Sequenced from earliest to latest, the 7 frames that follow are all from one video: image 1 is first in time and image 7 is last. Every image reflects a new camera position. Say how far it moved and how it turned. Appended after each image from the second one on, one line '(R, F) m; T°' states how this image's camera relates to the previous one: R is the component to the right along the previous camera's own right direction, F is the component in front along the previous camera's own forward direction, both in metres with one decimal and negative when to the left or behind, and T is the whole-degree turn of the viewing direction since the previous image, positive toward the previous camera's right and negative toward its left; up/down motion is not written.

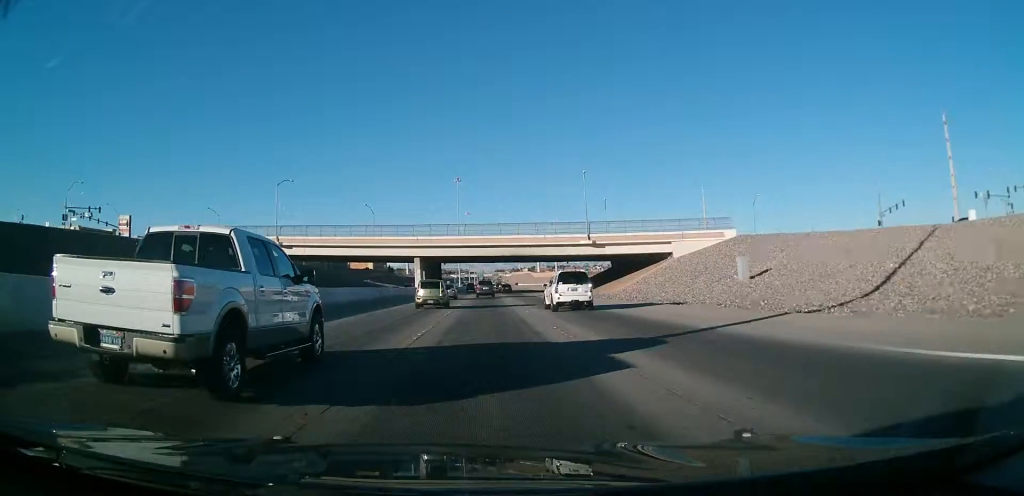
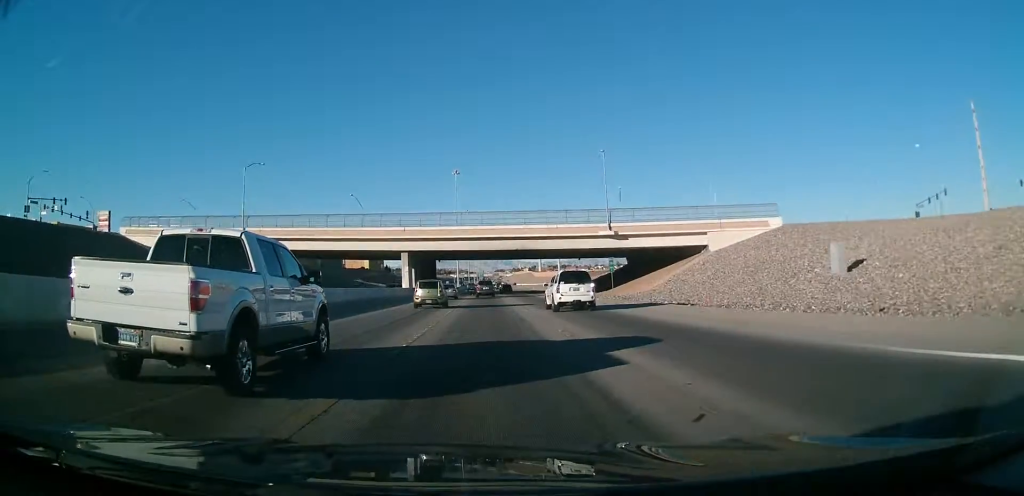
(+0.5, +14.1) m; +1°
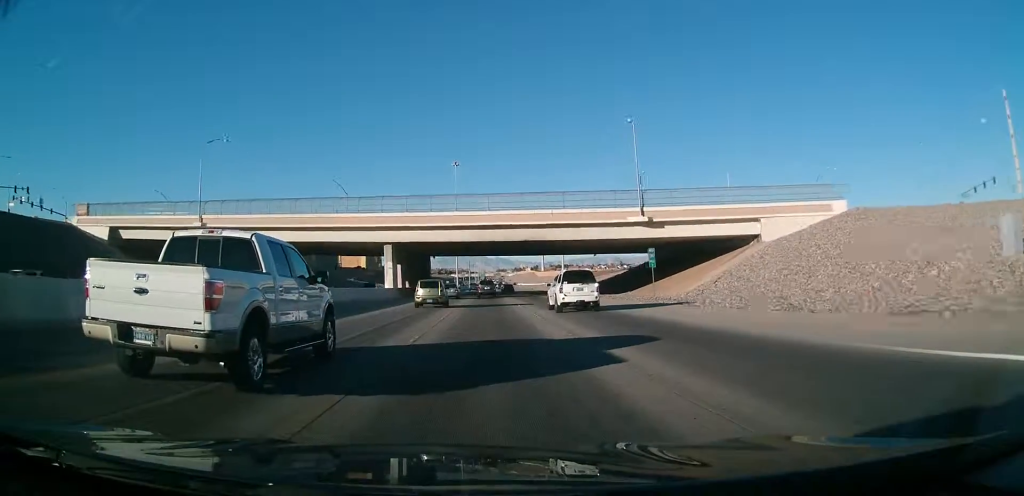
(+0.4, +14.1) m; +1°
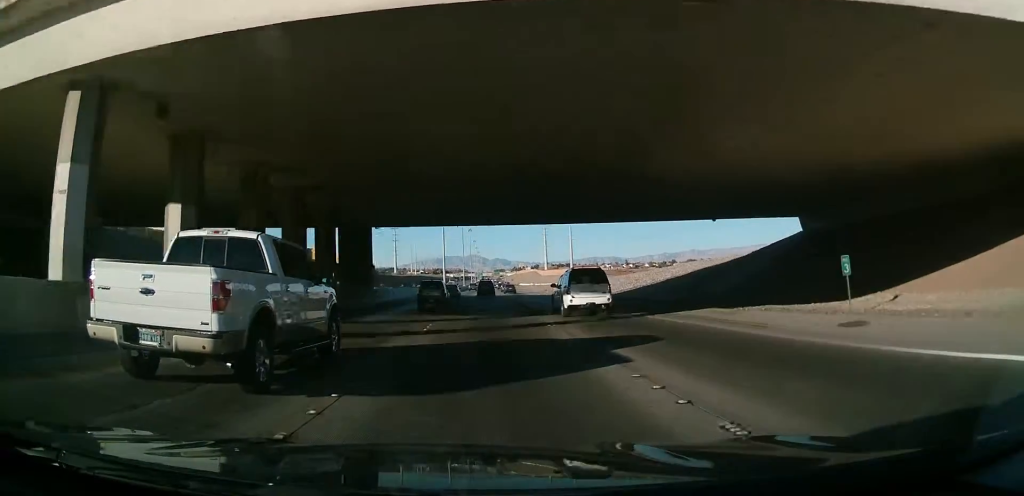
(-1.3, +49.9) m; -2°
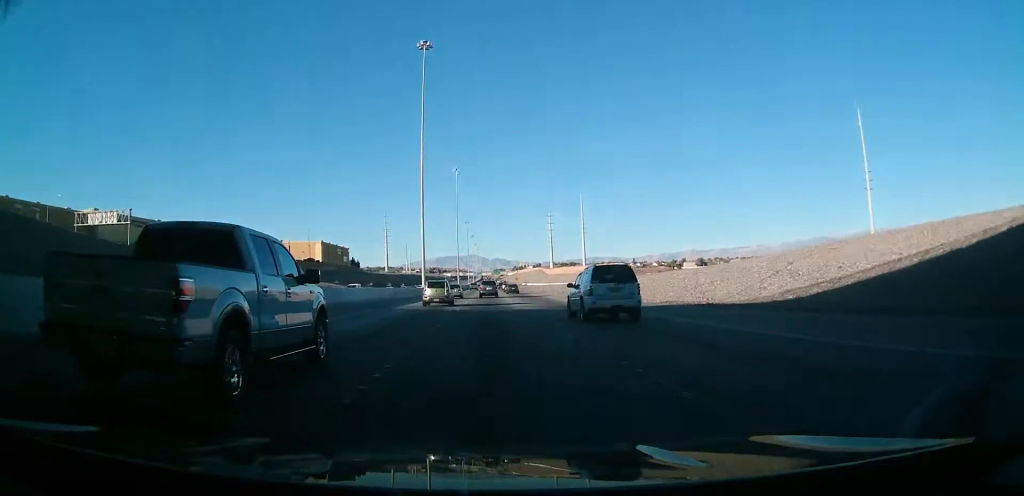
(+0.3, +45.3) m; +1°
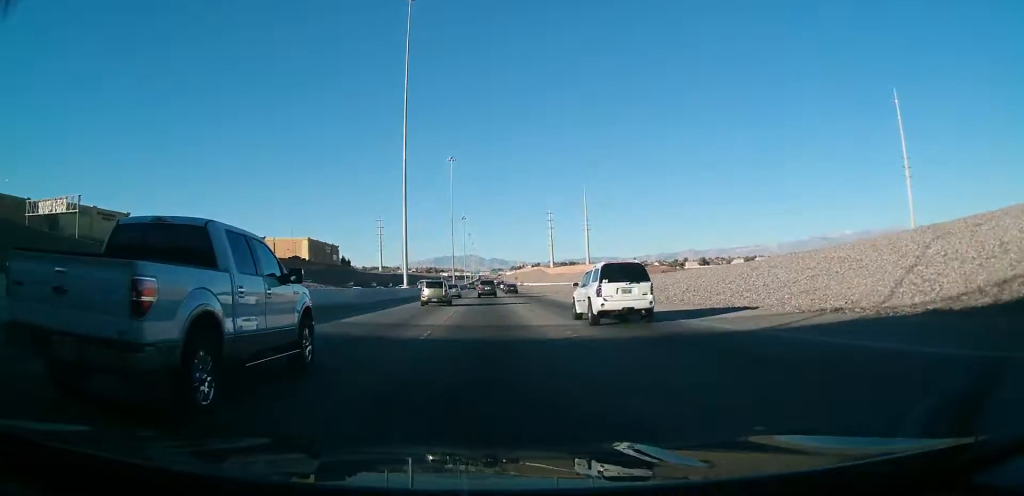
(0.0, +17.8) m; 0°
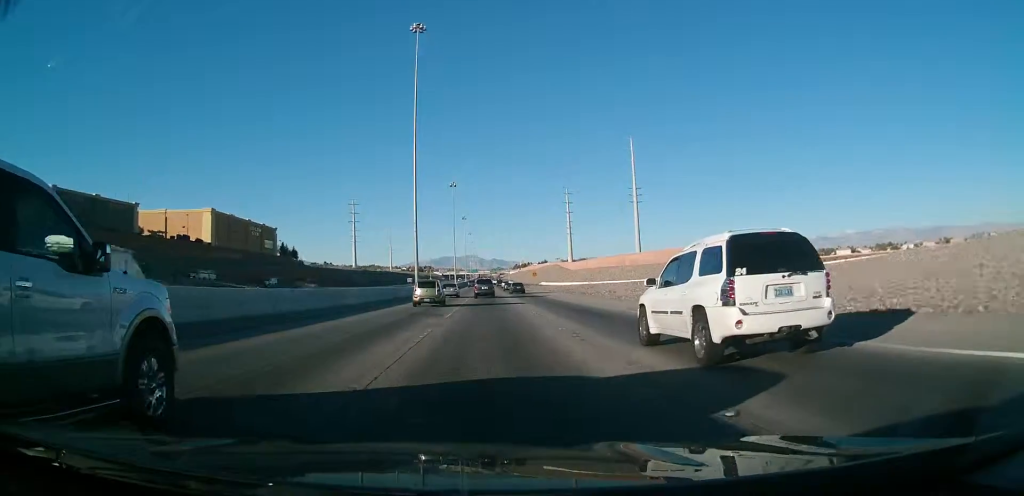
(-0.7, +96.4) m; 0°
